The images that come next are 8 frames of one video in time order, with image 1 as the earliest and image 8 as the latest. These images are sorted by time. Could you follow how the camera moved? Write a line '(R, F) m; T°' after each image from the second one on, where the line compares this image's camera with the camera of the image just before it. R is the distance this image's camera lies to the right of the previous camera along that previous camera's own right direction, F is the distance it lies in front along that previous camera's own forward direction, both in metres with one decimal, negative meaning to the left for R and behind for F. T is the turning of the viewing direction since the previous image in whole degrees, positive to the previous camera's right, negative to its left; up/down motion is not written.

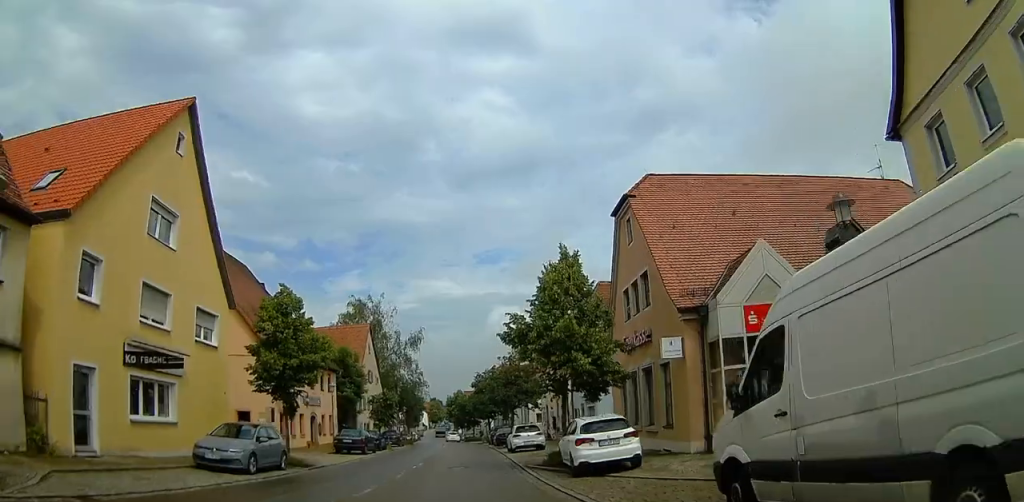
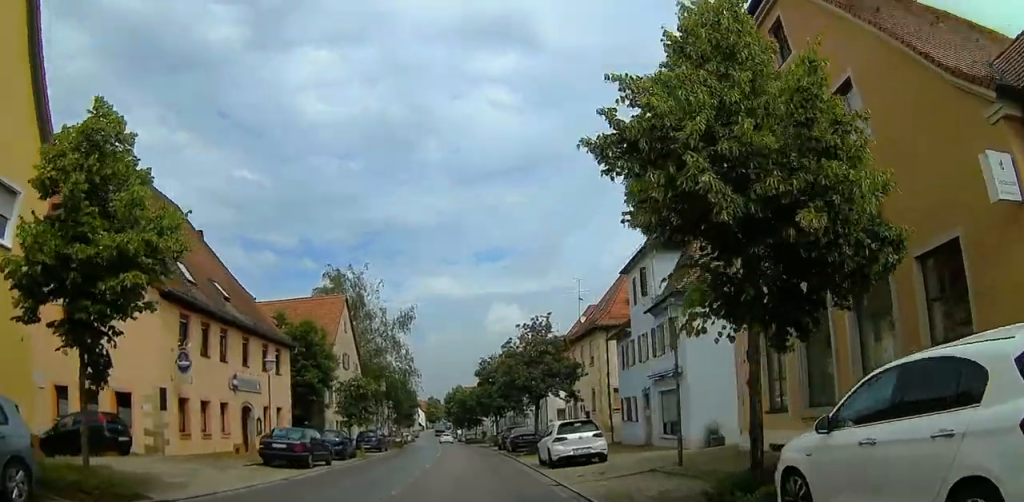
(-0.5, +14.1) m; -3°
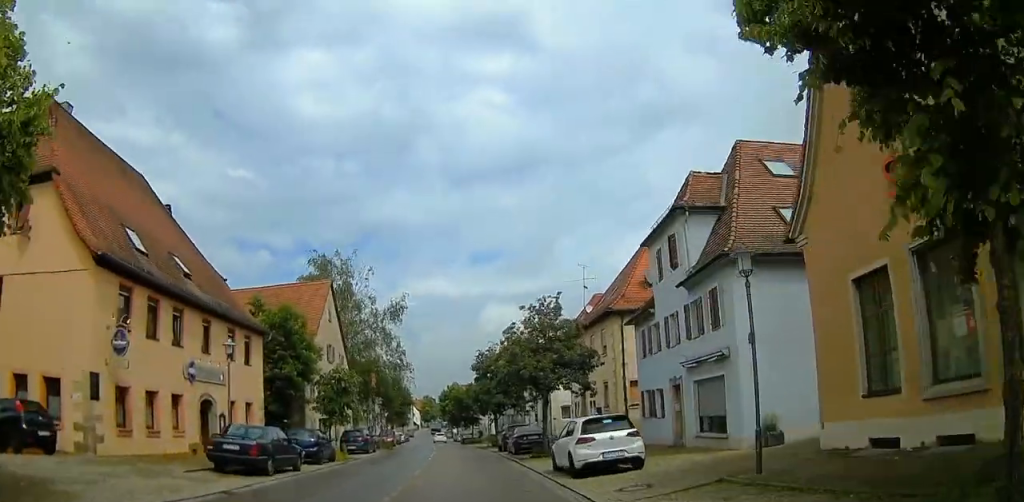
(0.0, +4.3) m; 0°
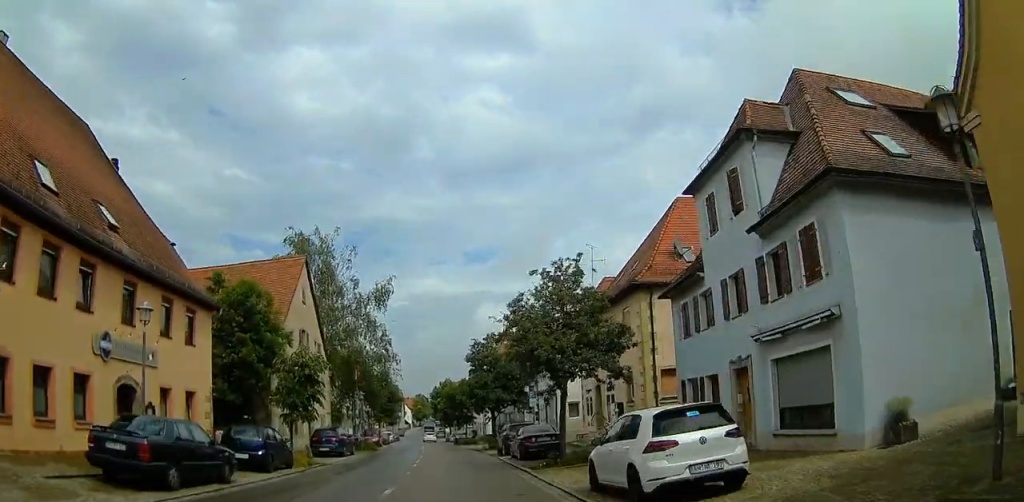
(0.0, +6.0) m; +1°
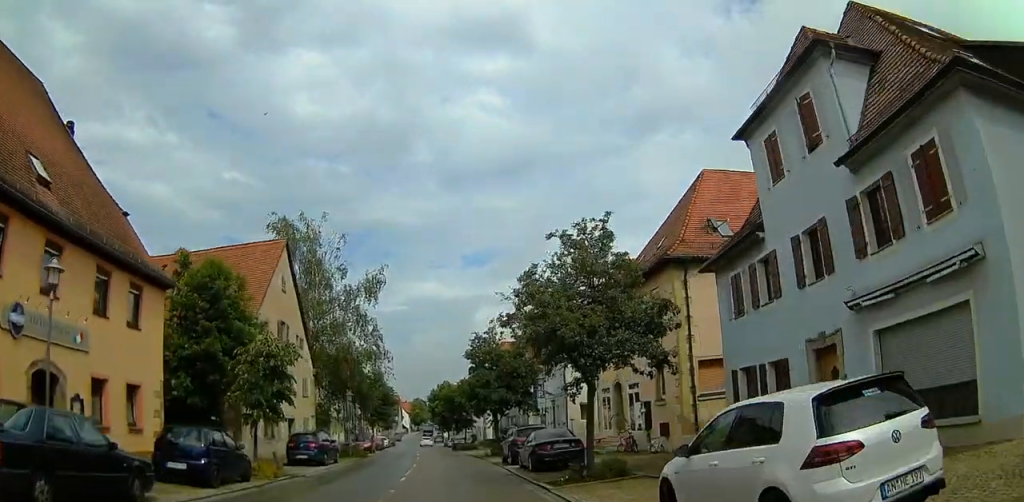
(0.0, +4.6) m; +2°
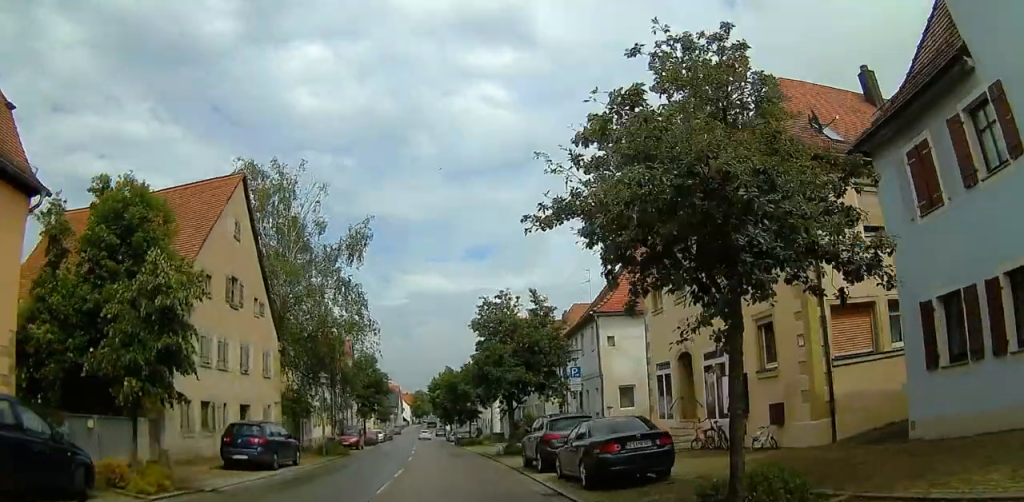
(+0.3, +8.3) m; -3°
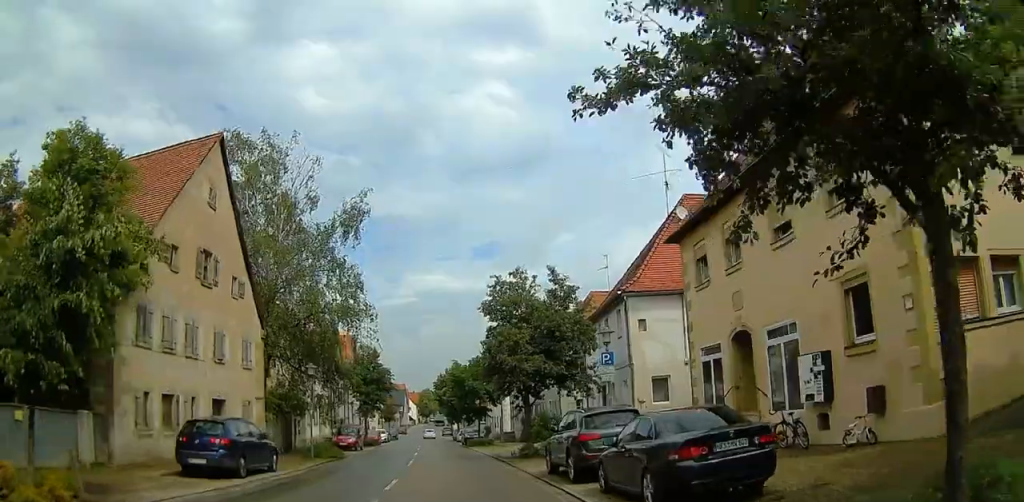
(-0.3, +3.8) m; -1°
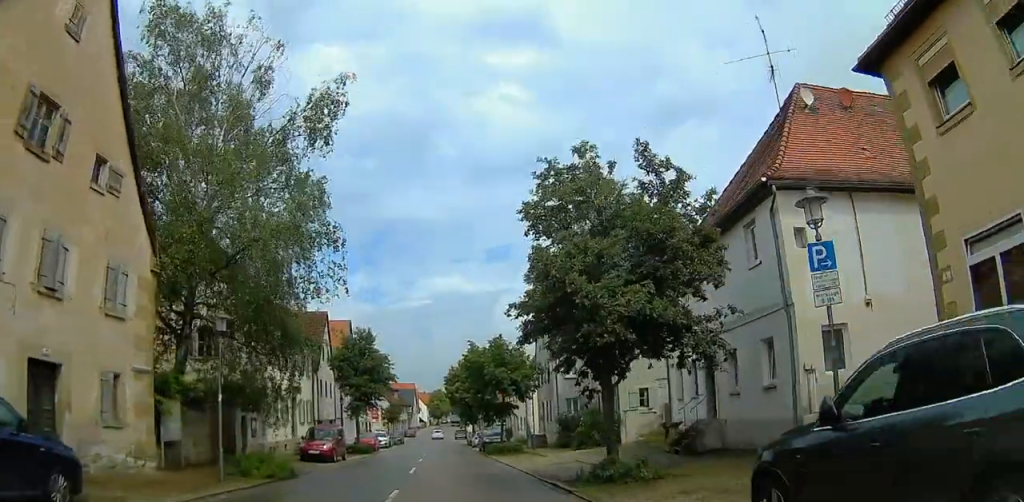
(+0.3, +11.1) m; -1°
